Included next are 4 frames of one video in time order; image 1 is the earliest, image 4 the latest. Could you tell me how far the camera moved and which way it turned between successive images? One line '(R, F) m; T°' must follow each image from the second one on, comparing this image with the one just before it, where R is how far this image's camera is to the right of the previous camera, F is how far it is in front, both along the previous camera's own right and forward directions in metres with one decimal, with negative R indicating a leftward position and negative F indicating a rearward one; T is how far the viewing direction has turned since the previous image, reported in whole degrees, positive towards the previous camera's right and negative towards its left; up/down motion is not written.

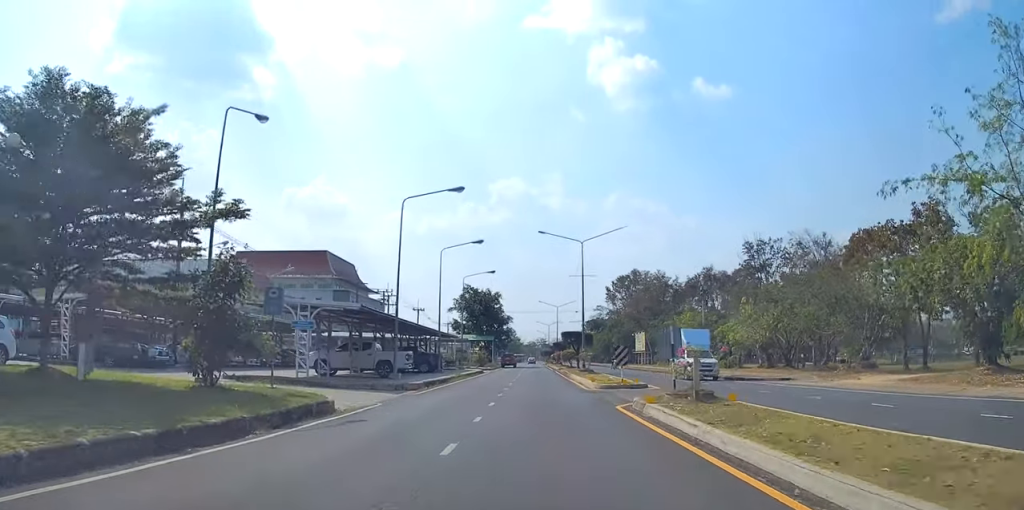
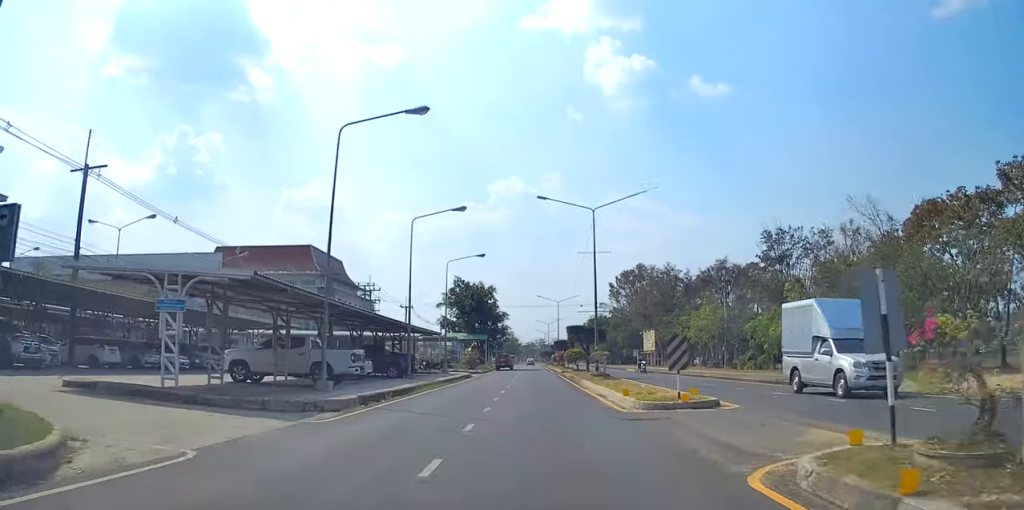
(0.0, +10.1) m; +1°
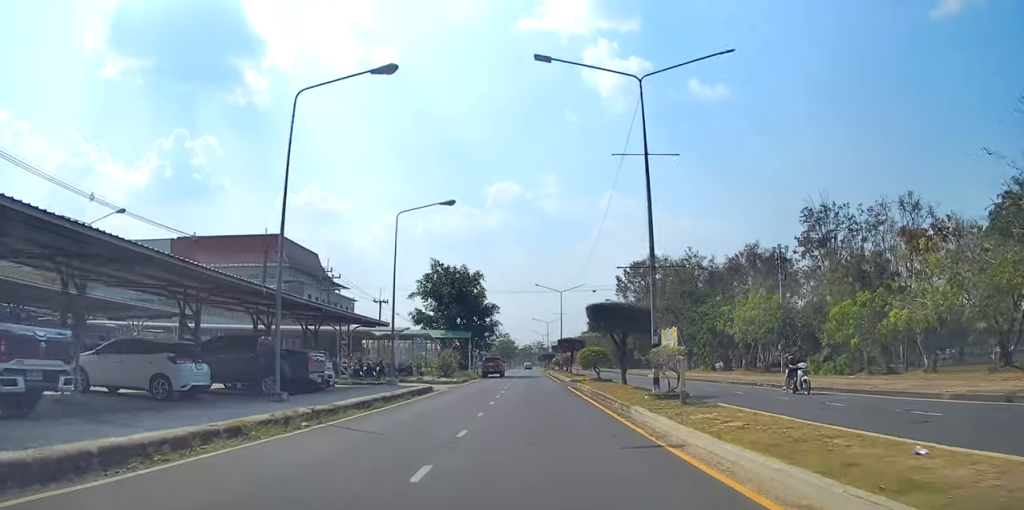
(+0.1, +16.2) m; -1°
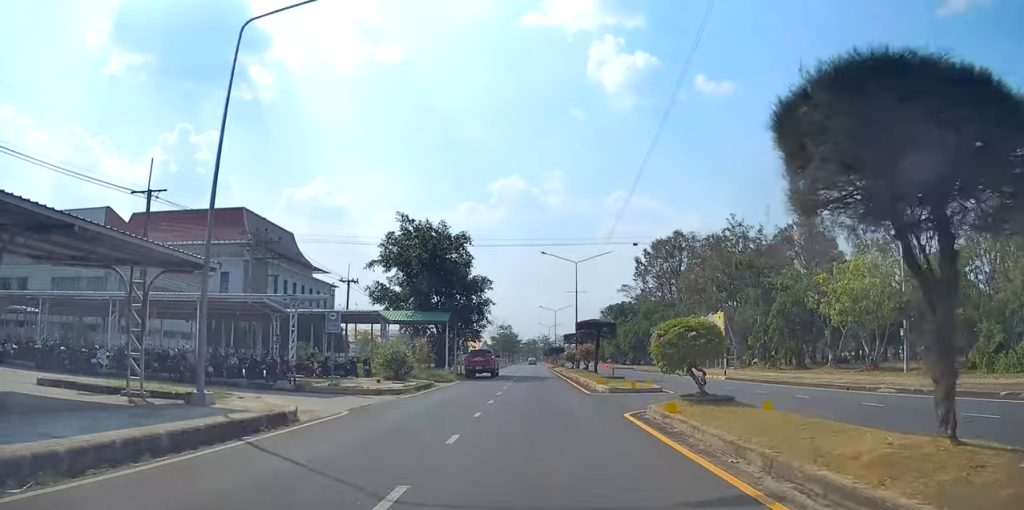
(-0.3, +18.5) m; -1°
